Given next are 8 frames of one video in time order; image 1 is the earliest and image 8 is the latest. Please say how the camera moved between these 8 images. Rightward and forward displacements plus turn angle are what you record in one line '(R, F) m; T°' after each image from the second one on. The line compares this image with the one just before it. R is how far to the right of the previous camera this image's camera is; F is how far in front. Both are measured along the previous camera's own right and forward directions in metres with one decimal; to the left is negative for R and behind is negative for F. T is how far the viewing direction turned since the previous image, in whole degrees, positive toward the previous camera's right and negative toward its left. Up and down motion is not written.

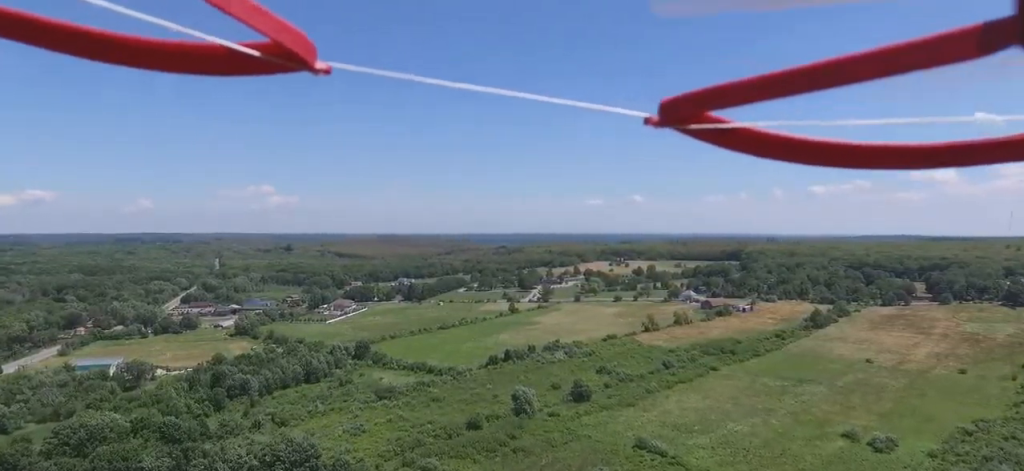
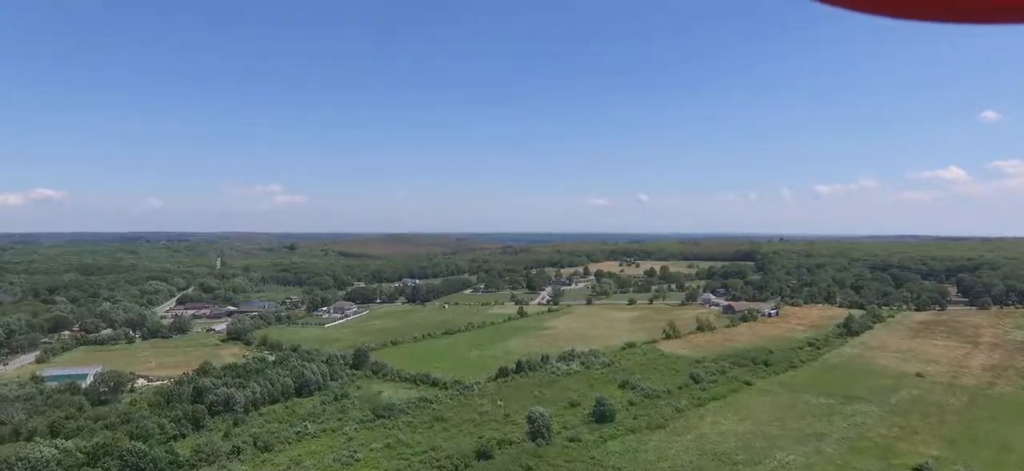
(0.0, +31.4) m; 0°
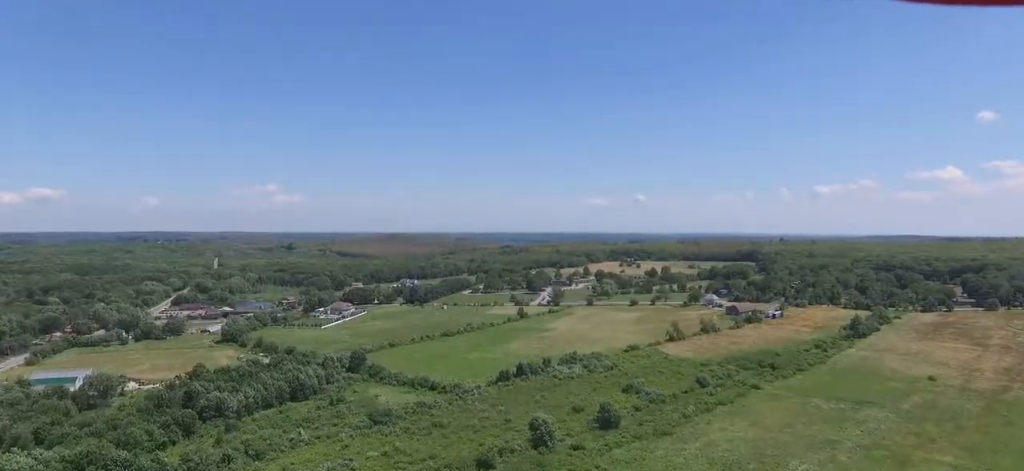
(0.0, +8.1) m; 0°
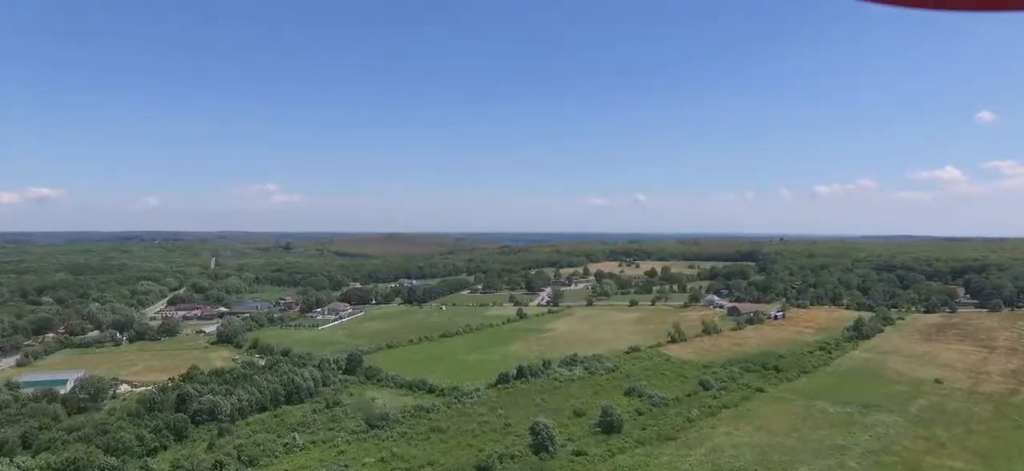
(0.0, +5.5) m; 0°
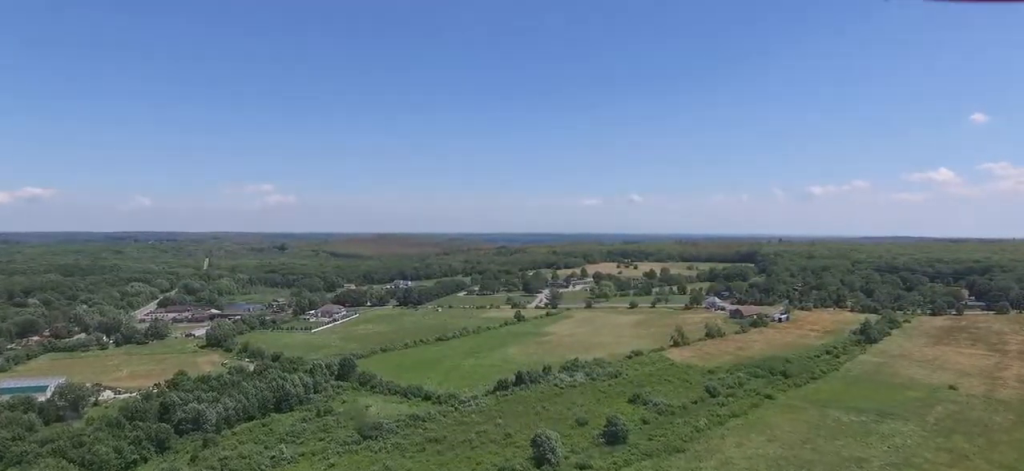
(0.0, +12.1) m; 0°
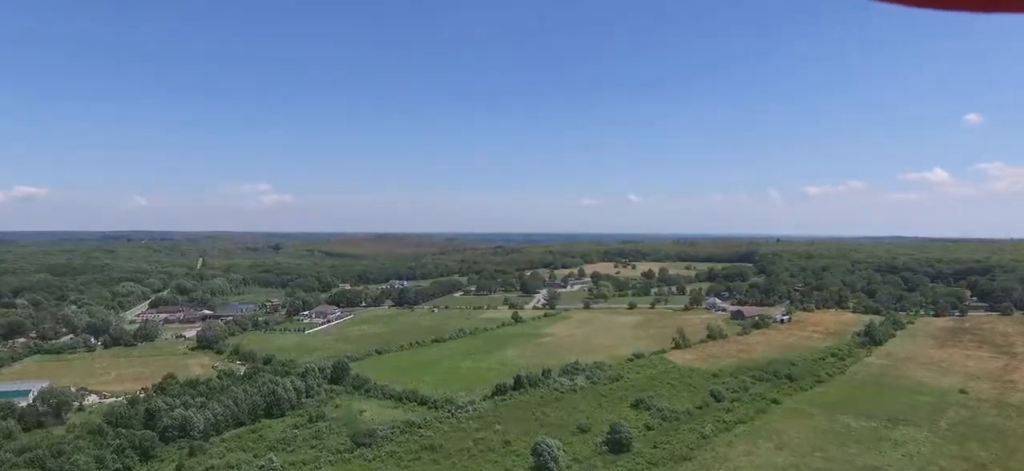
(0.0, +9.1) m; 0°
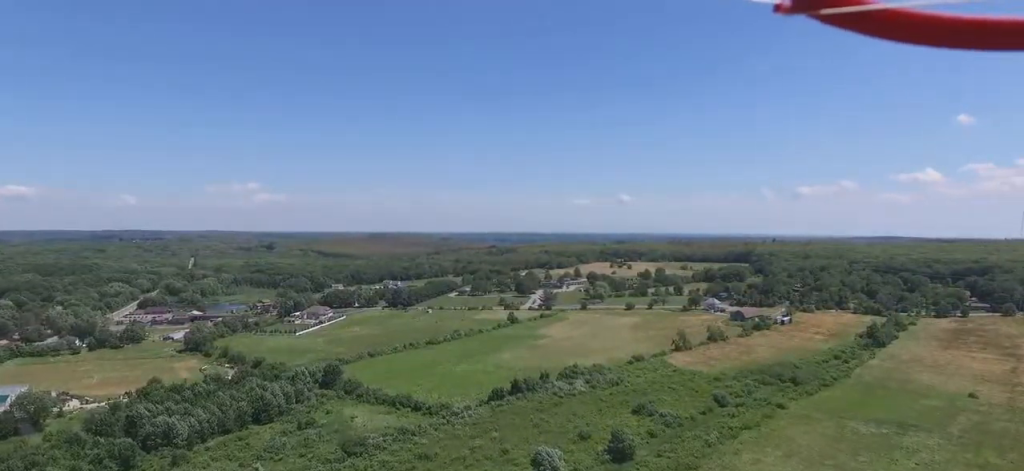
(0.0, +9.0) m; 0°
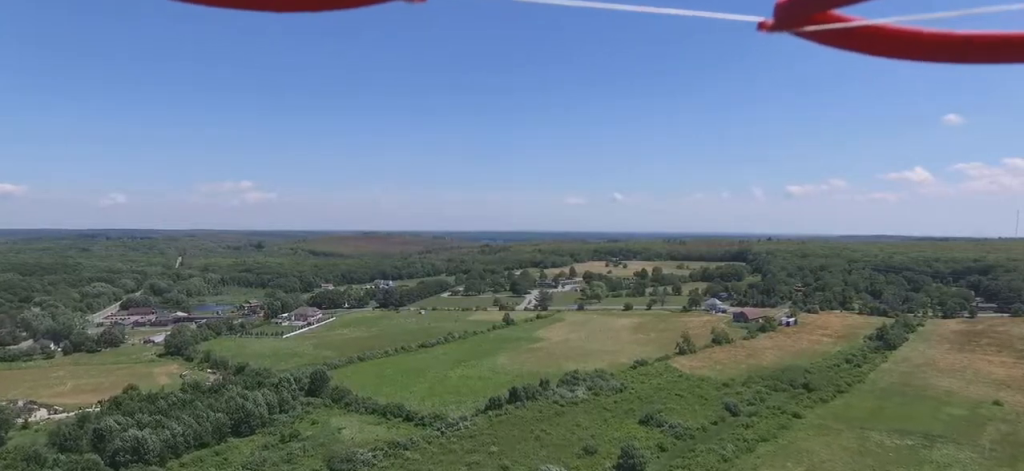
(0.0, +17.3) m; 0°
